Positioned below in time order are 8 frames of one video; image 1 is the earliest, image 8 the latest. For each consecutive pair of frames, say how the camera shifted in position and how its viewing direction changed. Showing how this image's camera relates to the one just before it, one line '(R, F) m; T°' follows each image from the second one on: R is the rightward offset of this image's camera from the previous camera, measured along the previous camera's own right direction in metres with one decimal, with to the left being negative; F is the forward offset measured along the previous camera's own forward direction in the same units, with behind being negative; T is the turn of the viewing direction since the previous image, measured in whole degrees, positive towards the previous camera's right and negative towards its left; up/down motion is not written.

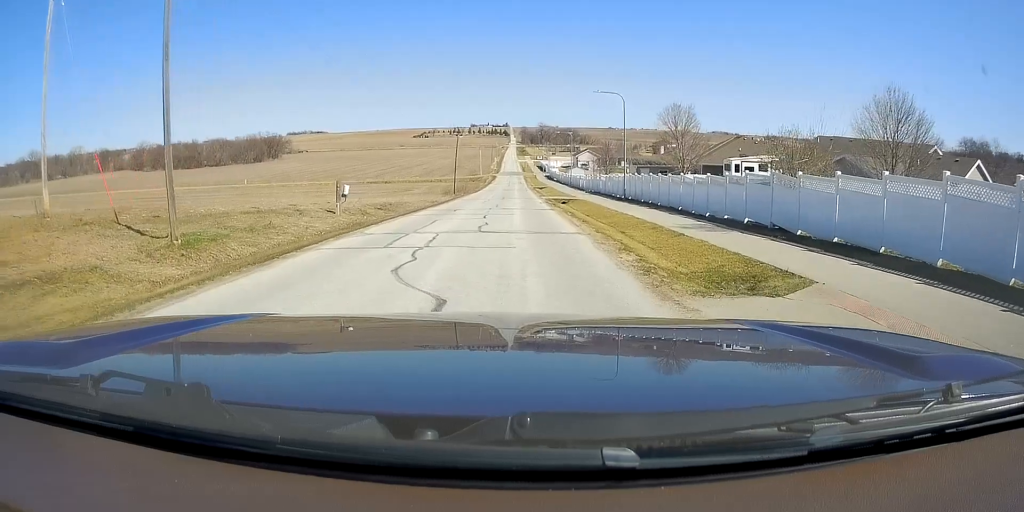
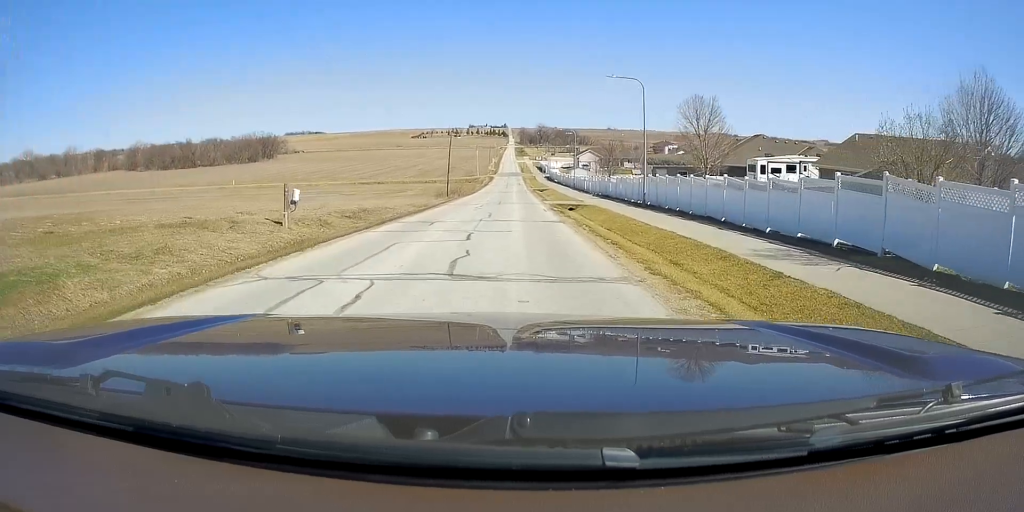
(0.0, +7.3) m; +1°
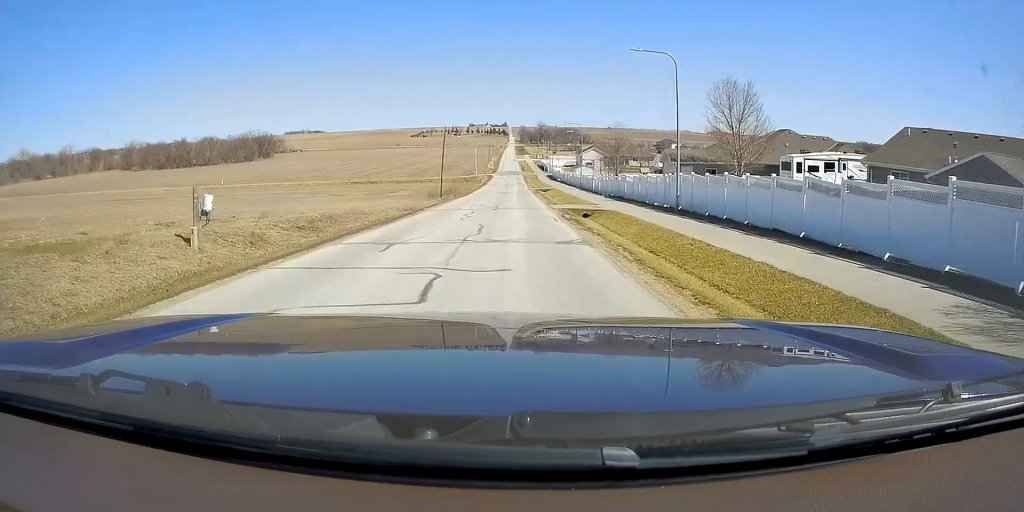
(-0.1, +7.6) m; +1°
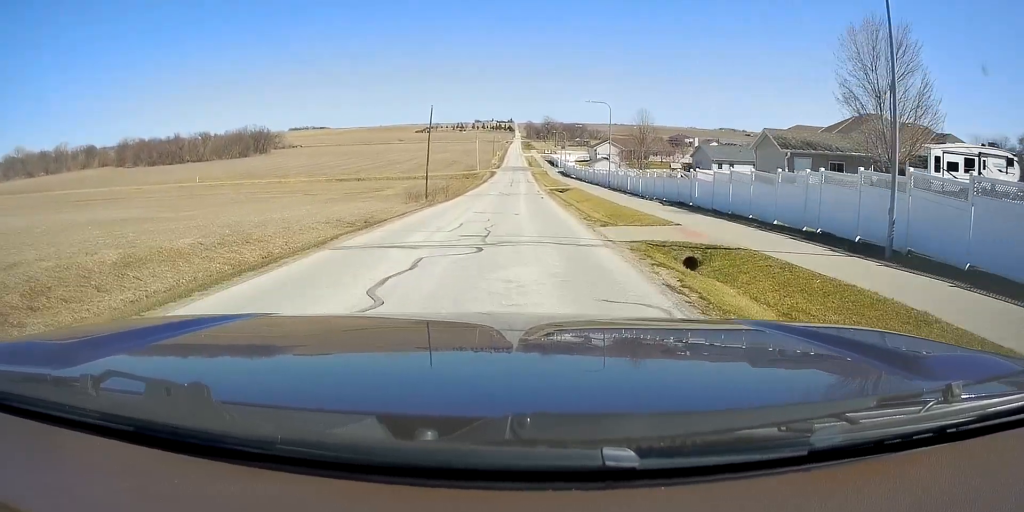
(-0.3, +17.6) m; -5°
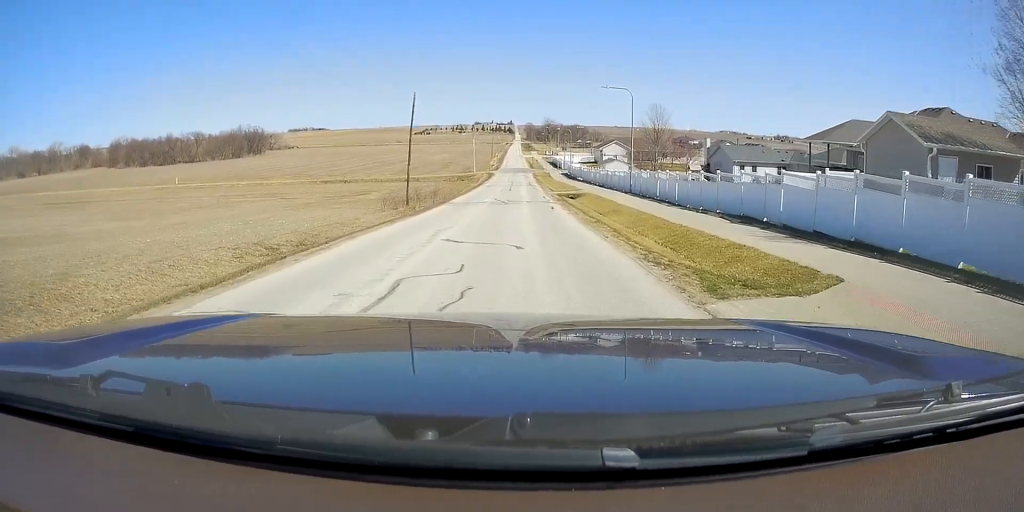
(-0.4, +10.3) m; -2°
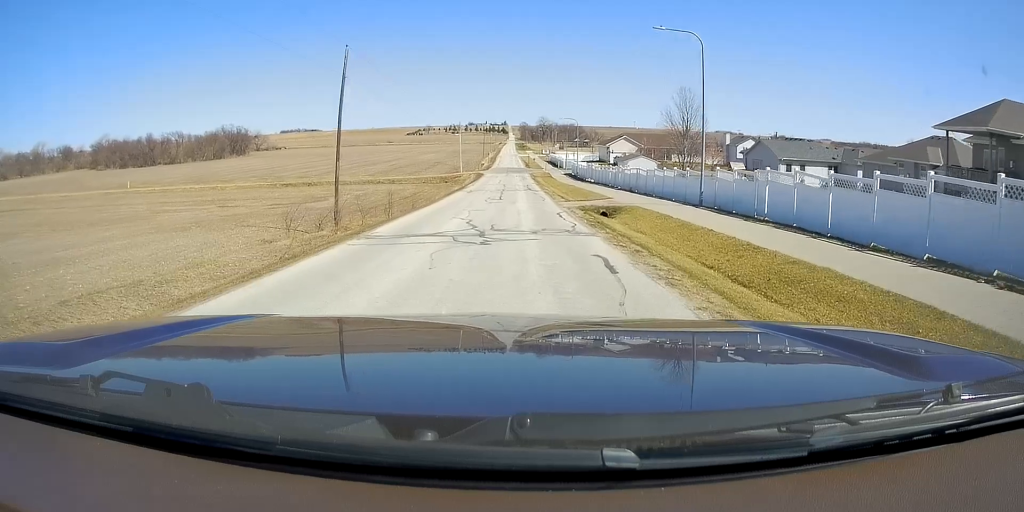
(+0.6, +18.5) m; +4°
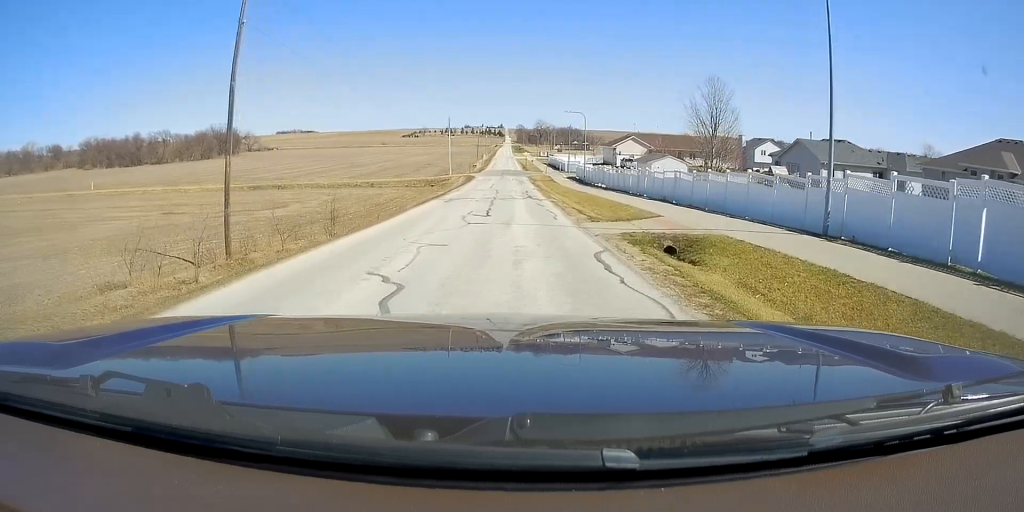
(+0.1, +11.7) m; +1°
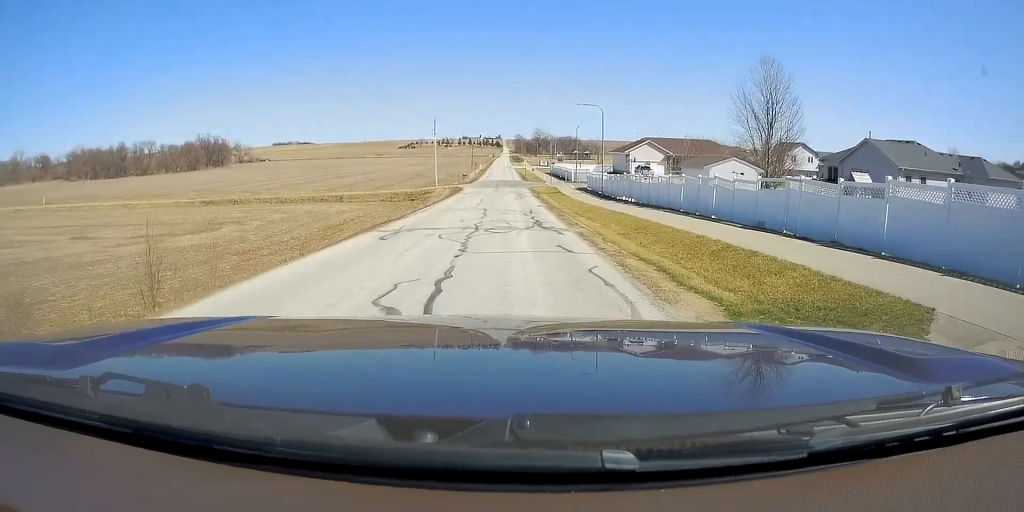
(0.0, +14.4) m; 0°
